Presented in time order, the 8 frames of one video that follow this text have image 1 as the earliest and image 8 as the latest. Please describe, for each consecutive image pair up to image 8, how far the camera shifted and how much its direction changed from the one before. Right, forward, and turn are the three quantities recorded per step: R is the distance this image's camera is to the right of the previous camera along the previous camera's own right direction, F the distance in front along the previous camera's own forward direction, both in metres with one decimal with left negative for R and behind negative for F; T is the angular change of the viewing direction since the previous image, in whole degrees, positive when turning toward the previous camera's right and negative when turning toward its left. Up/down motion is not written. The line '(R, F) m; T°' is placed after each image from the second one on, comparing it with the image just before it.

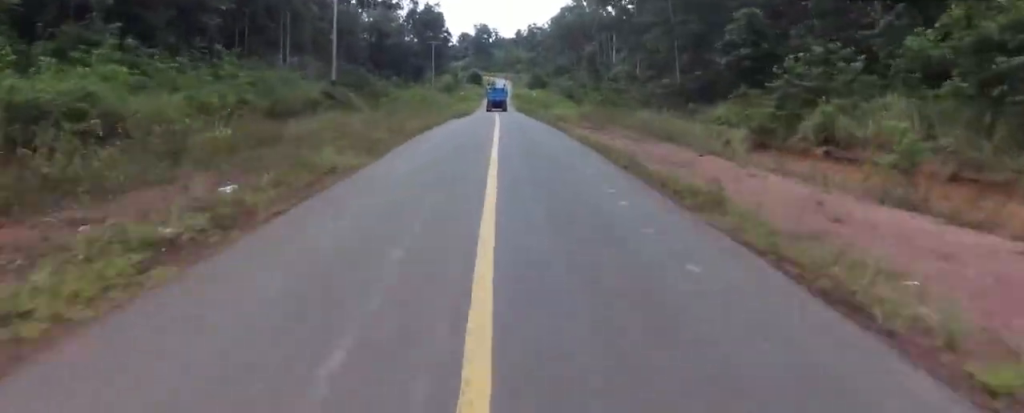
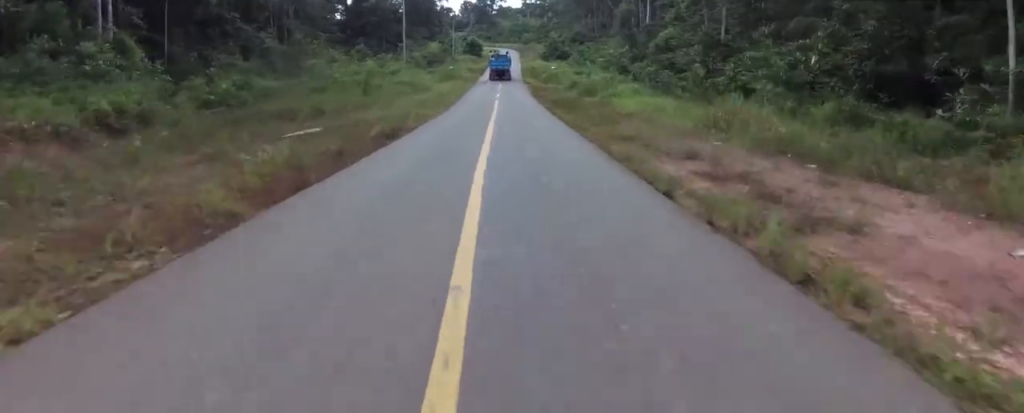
(-1.0, +27.8) m; +1°
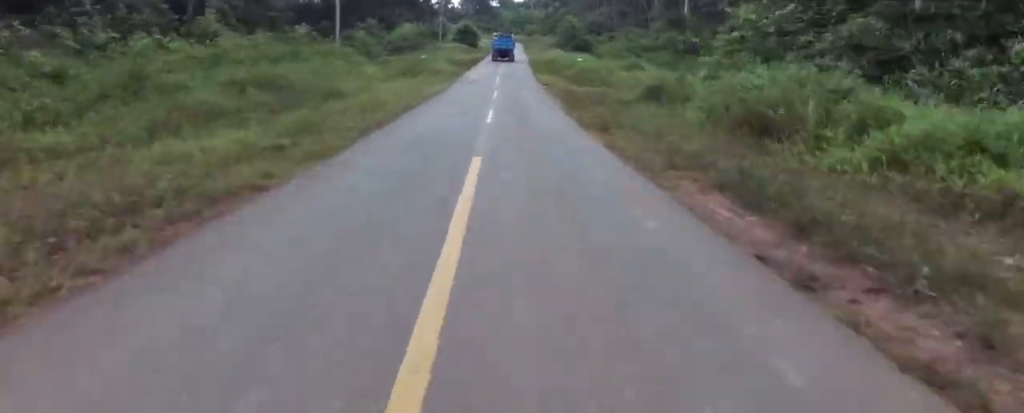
(+1.1, +23.3) m; +2°
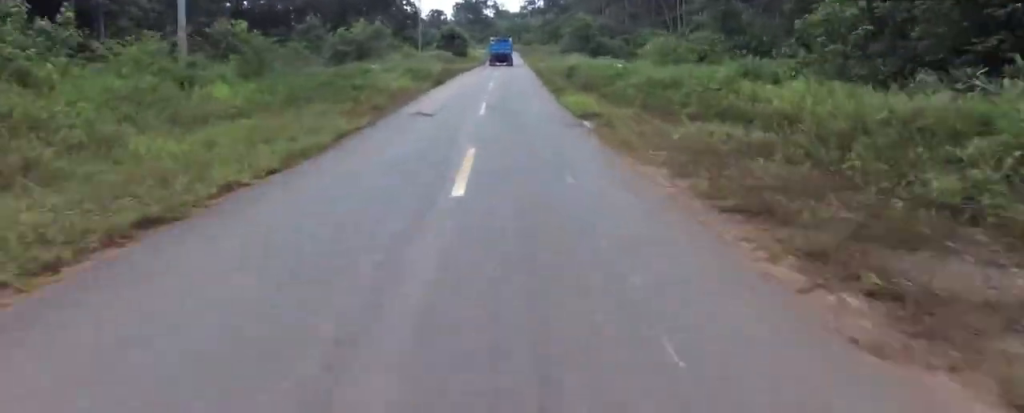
(+0.3, +16.8) m; -2°
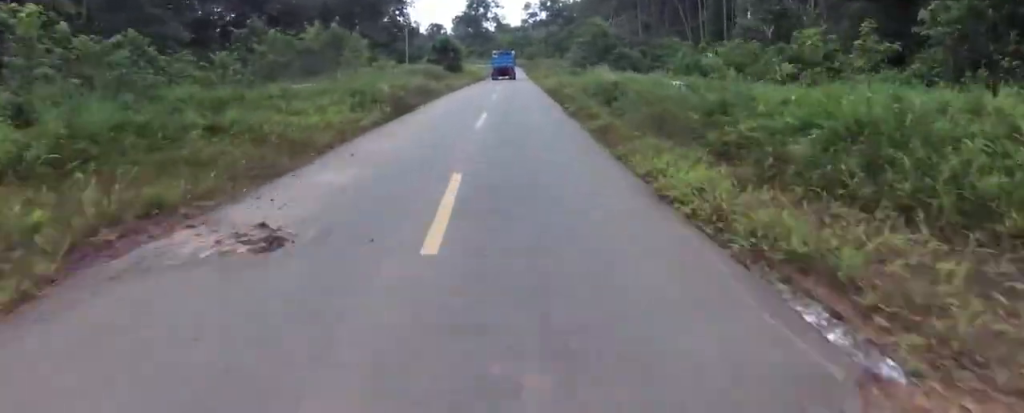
(-0.5, +9.4) m; 0°
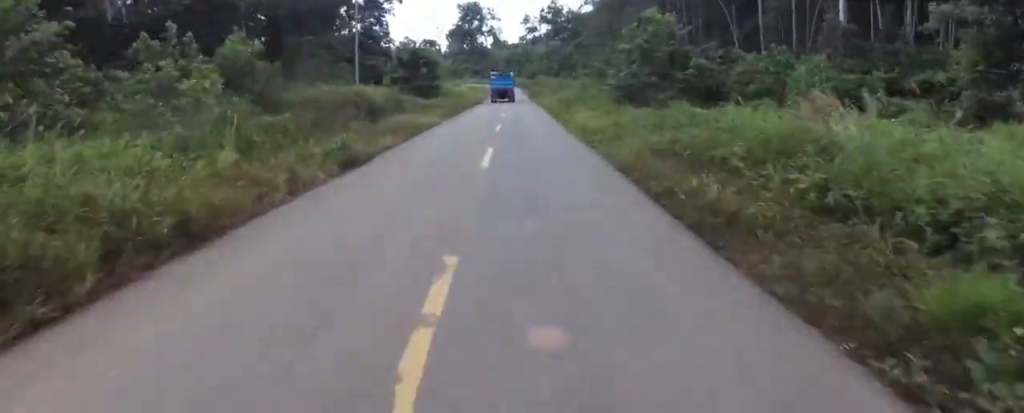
(-0.4, +18.7) m; +1°
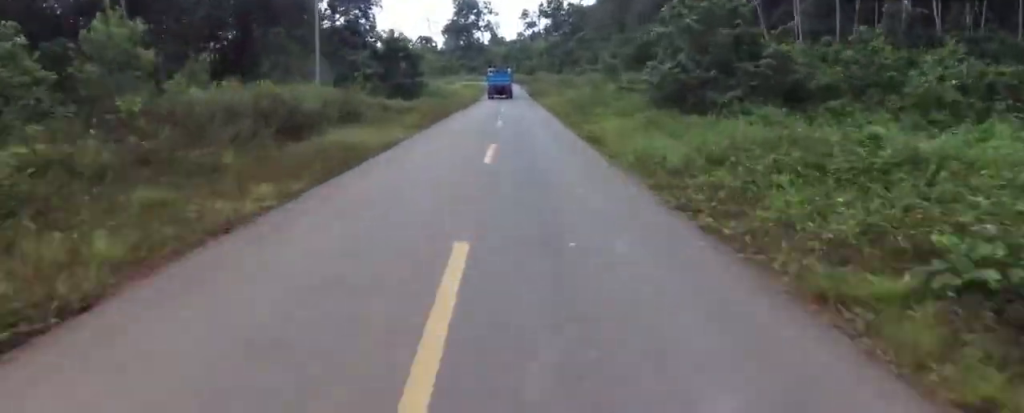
(+0.5, +8.4) m; +1°
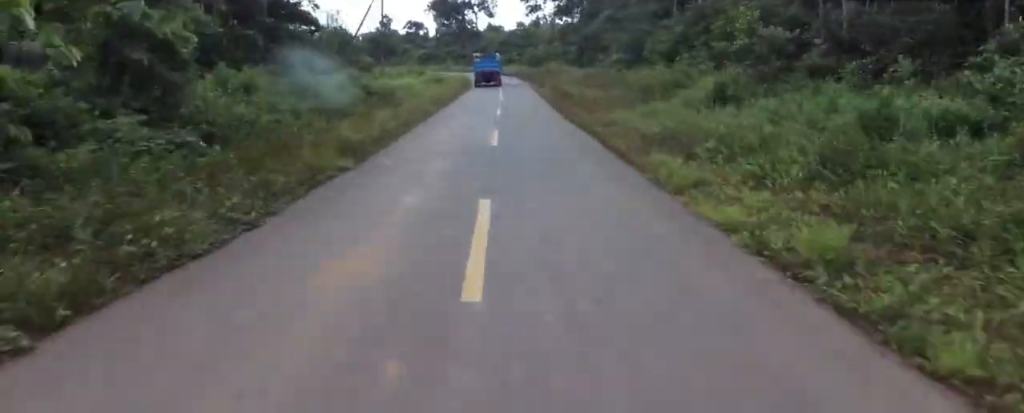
(+0.3, +29.4) m; -3°
